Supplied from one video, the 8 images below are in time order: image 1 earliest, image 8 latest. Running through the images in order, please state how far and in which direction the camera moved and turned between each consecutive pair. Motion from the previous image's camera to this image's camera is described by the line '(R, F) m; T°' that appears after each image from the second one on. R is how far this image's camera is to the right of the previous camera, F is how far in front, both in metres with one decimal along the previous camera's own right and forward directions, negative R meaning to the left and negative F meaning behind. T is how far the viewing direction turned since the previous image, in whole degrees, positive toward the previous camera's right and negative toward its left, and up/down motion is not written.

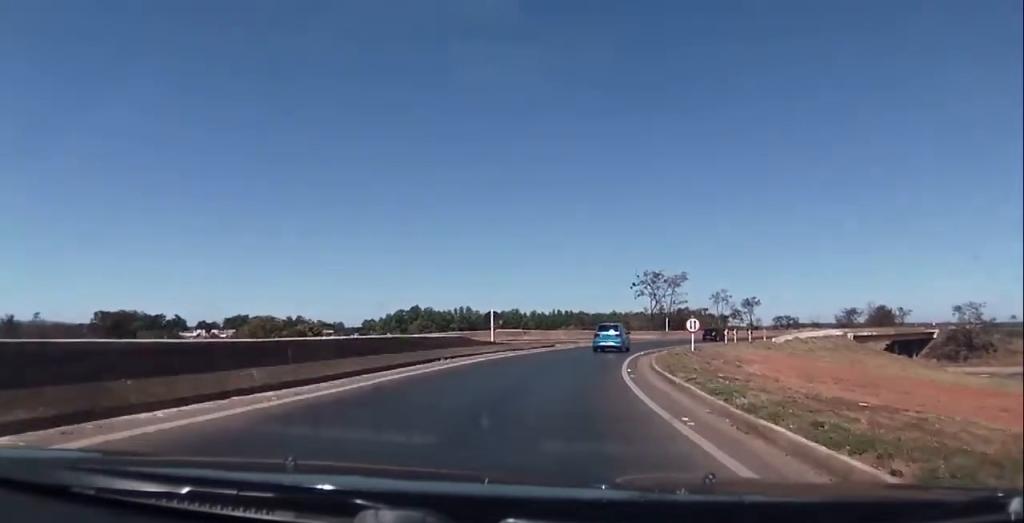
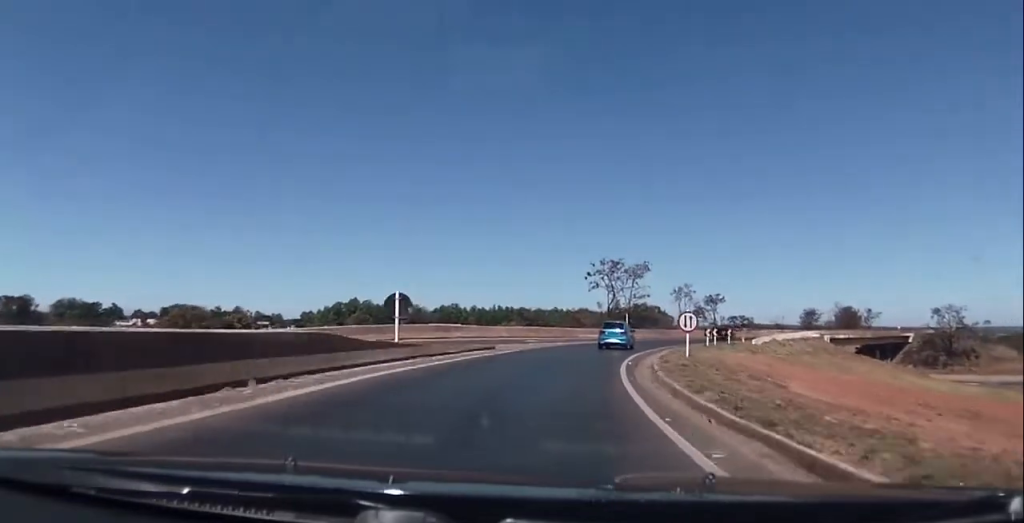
(+0.7, +10.4) m; +5°
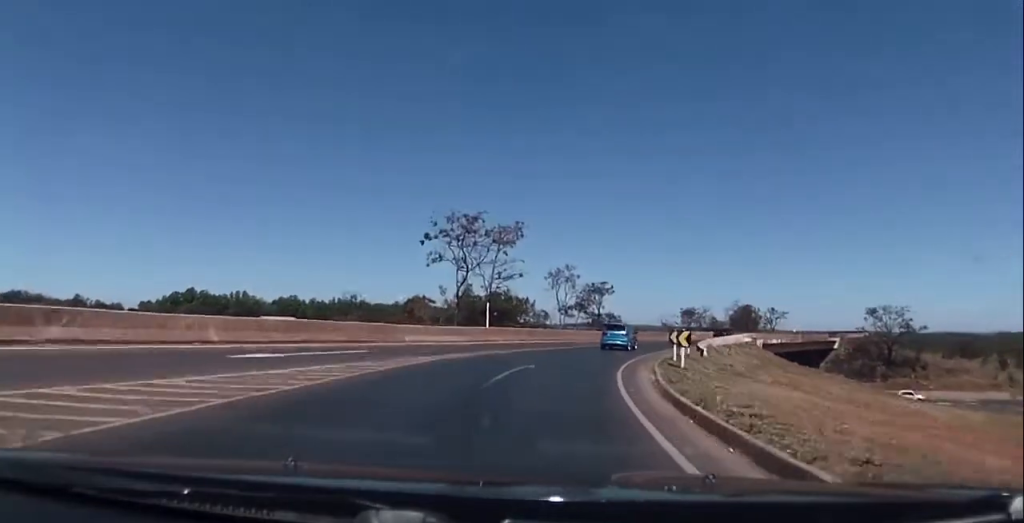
(+2.4, +25.7) m; +11°
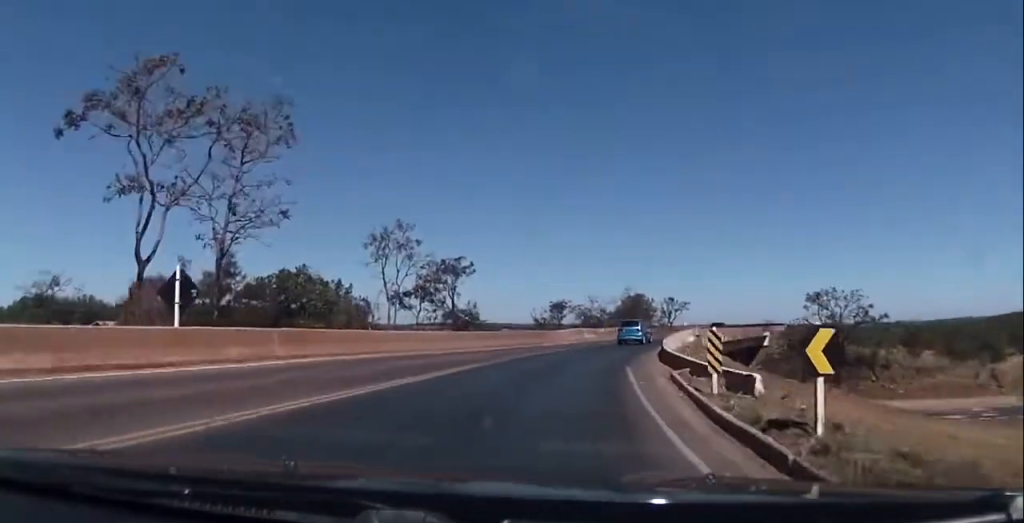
(+2.3, +26.4) m; +12°
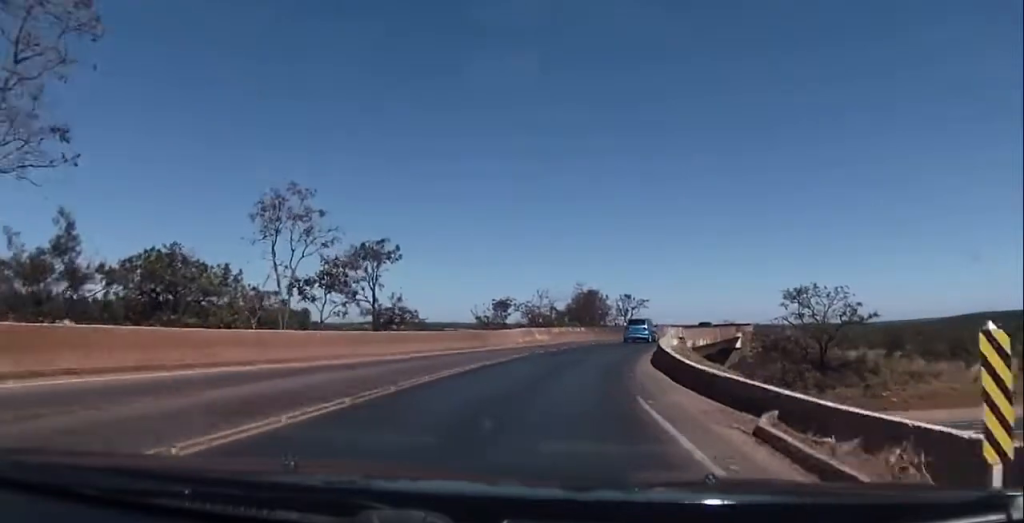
(+0.7, +10.3) m; +5°
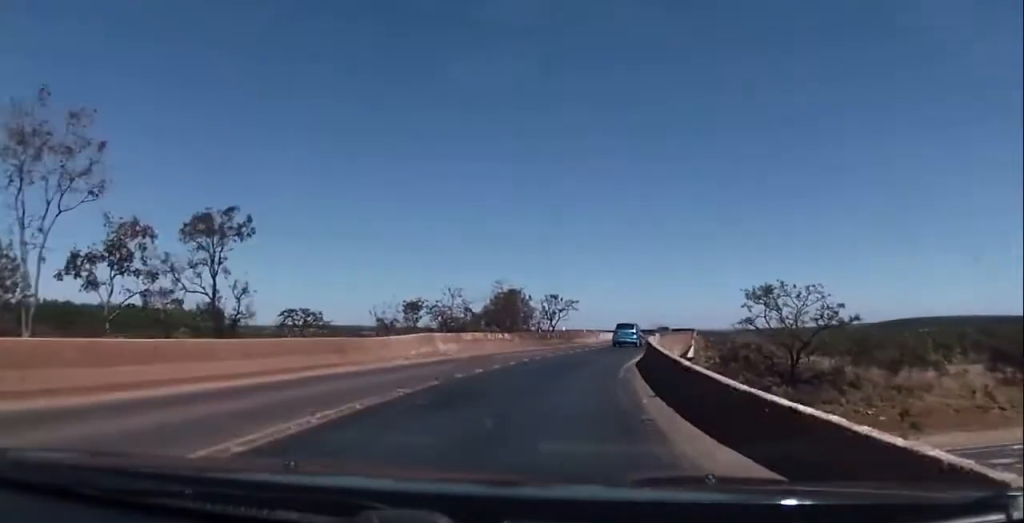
(+0.7, +13.2) m; +6°
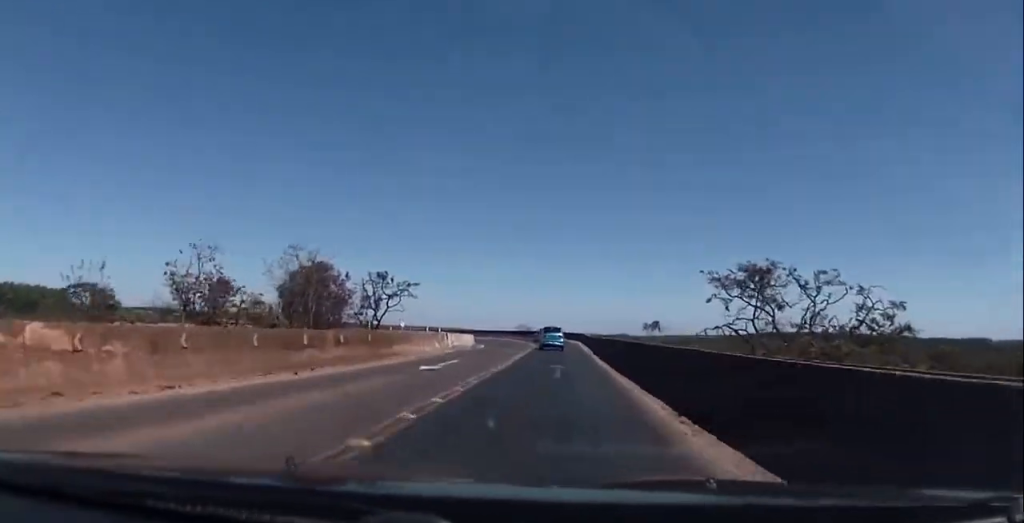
(+2.7, +30.0) m; +13°
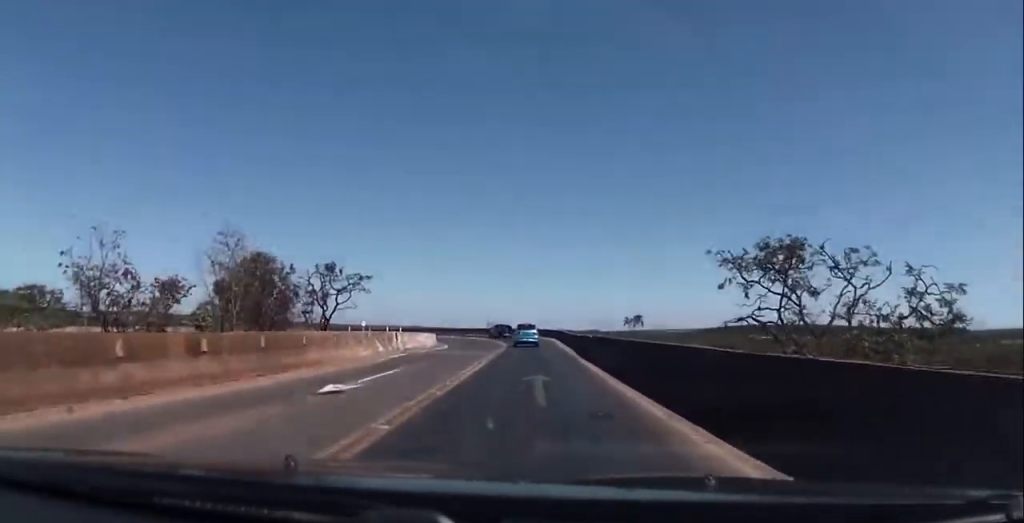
(+0.7, +7.6) m; +3°
